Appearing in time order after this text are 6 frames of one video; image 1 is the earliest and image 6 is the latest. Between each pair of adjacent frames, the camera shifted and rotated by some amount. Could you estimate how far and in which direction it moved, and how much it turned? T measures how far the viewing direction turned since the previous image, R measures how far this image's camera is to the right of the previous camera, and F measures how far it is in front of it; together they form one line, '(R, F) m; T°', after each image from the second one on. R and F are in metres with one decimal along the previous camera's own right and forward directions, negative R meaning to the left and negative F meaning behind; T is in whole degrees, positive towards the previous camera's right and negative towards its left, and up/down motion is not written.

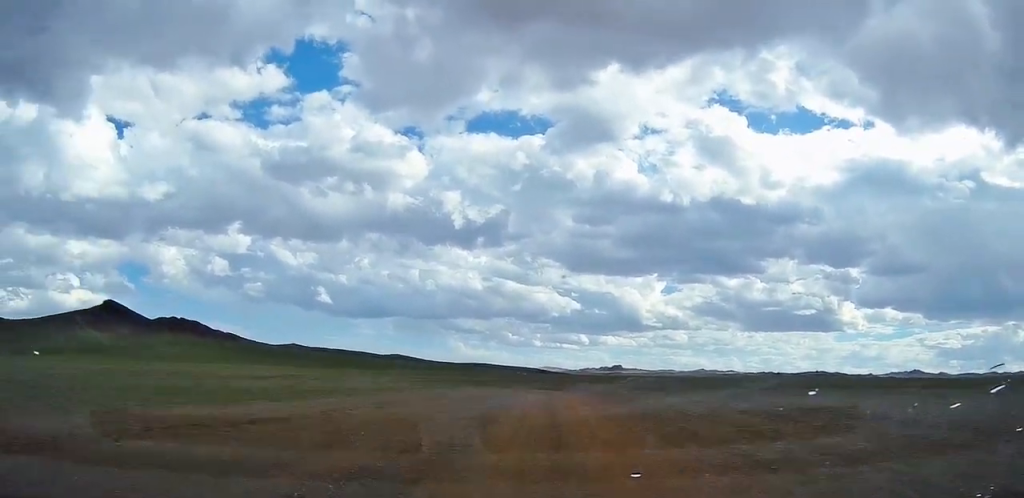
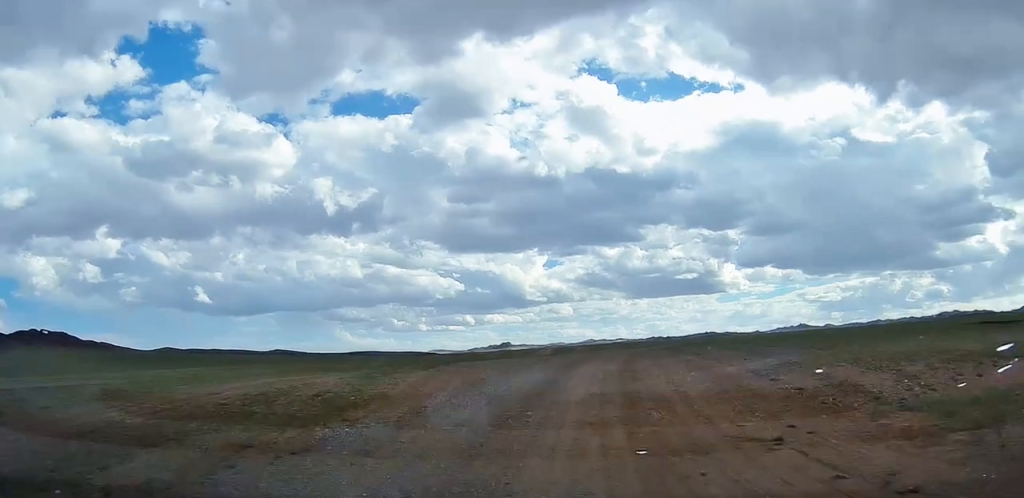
(+1.4, +60.8) m; +4°
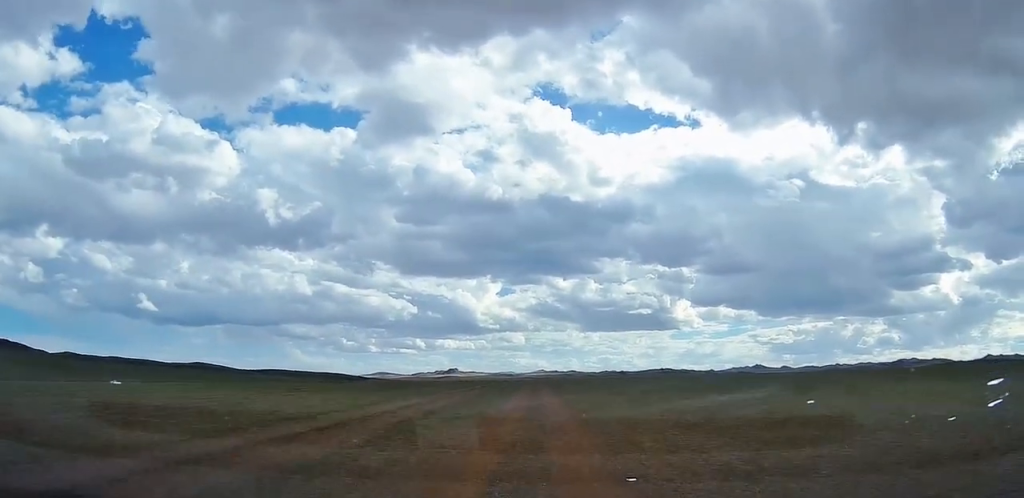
(+3.3, +227.2) m; -2°
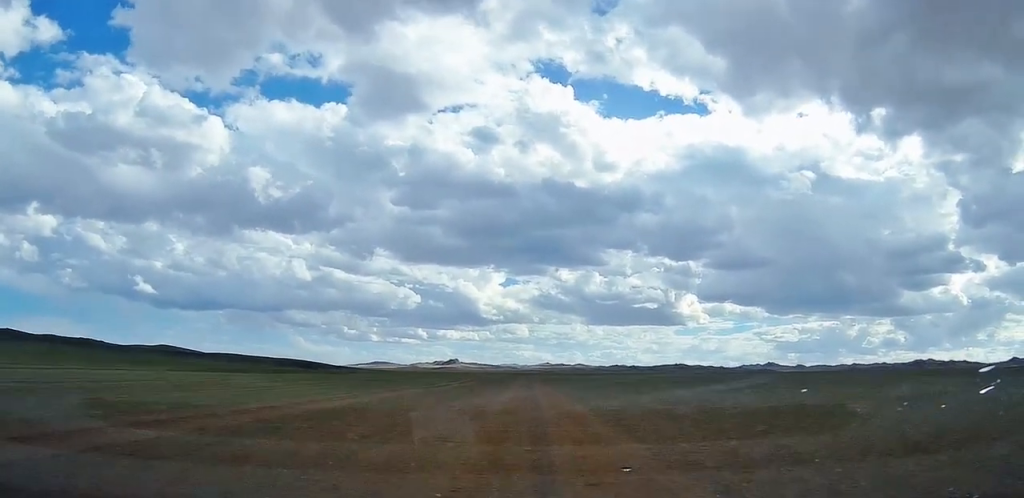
(-6.2, +265.6) m; -2°
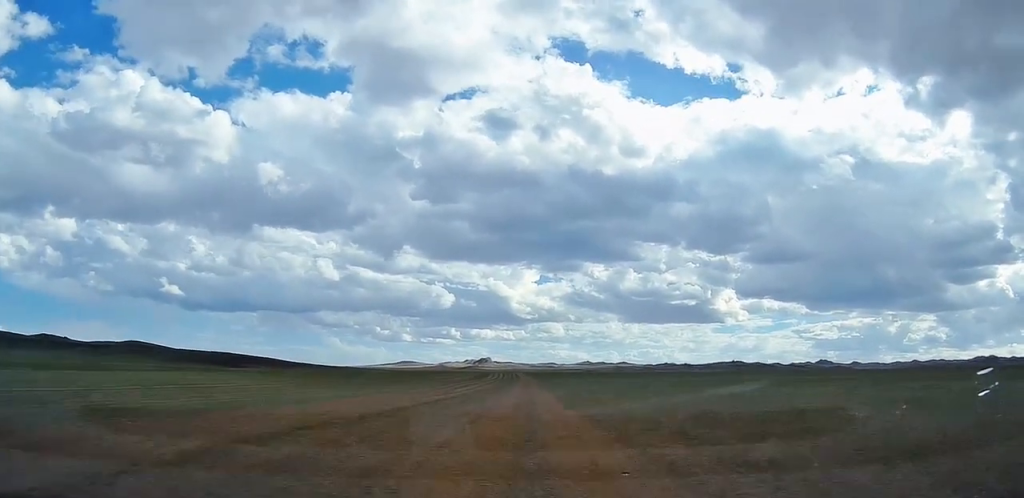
(-9.9, +374.4) m; -3°
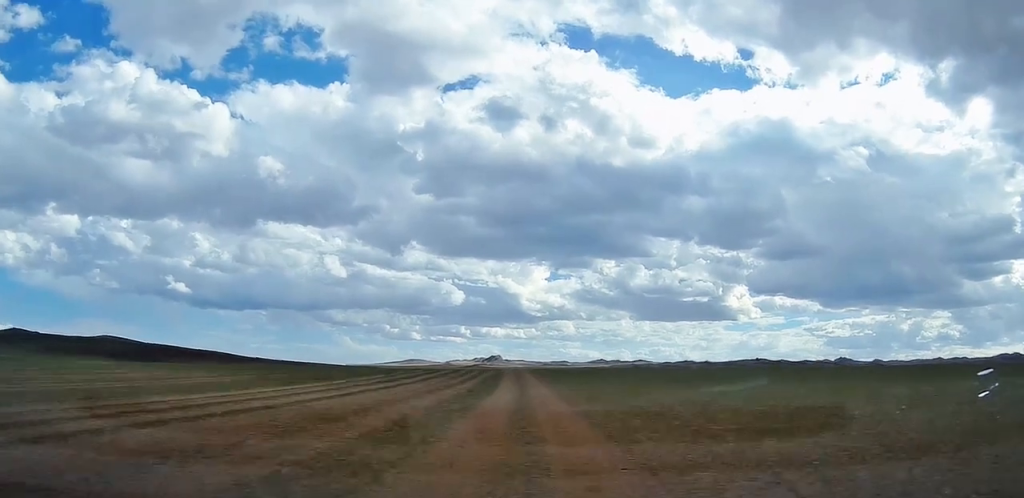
(-2.4, +186.5) m; -2°
